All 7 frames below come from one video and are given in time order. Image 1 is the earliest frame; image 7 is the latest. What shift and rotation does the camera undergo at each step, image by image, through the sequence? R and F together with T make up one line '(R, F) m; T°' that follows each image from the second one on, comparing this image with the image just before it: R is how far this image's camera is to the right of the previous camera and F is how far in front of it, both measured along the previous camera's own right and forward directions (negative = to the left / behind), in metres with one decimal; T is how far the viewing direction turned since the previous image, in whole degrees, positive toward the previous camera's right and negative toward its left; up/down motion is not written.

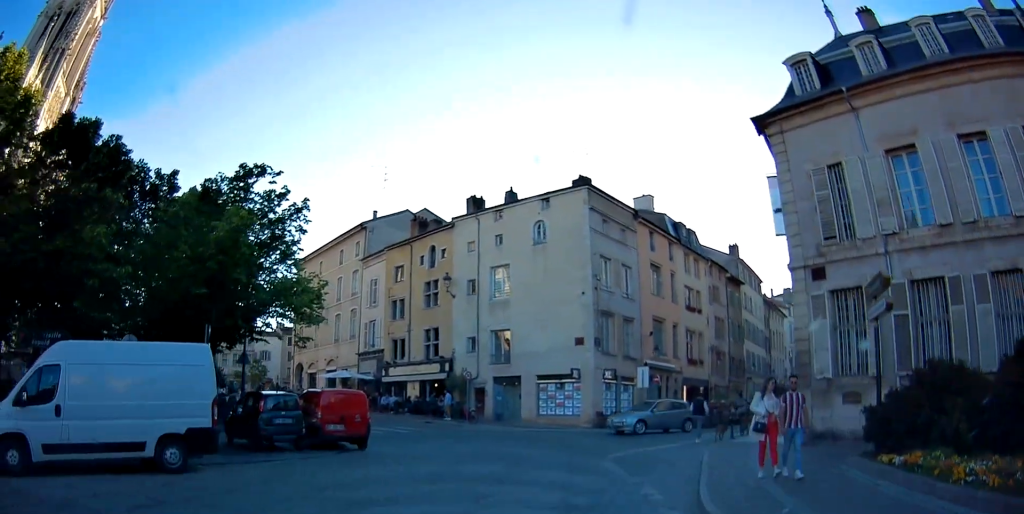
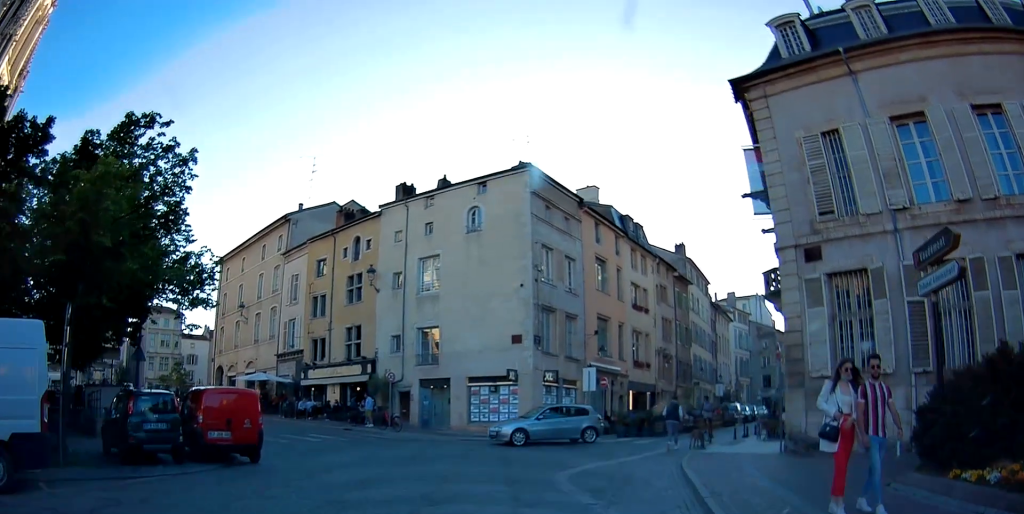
(+0.2, +3.8) m; +5°
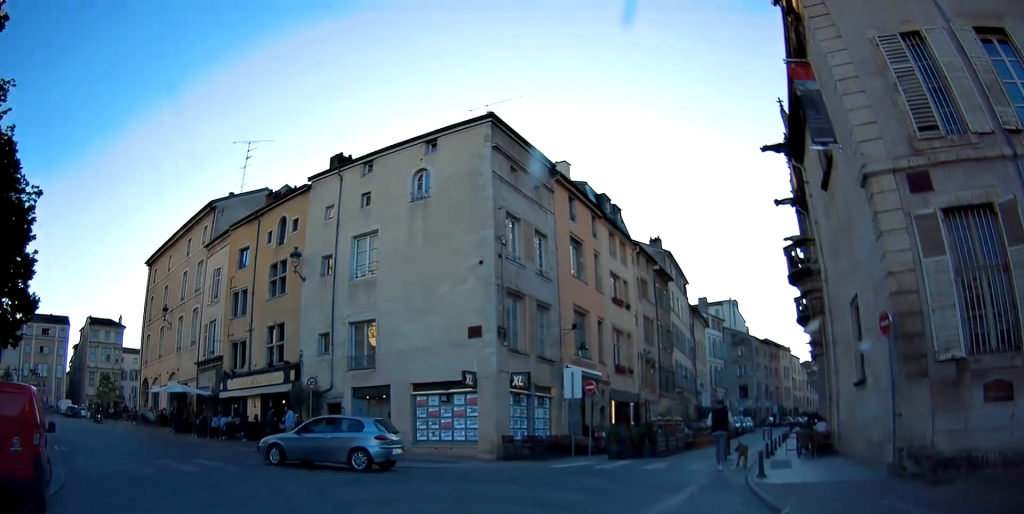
(+0.2, +7.2) m; -3°
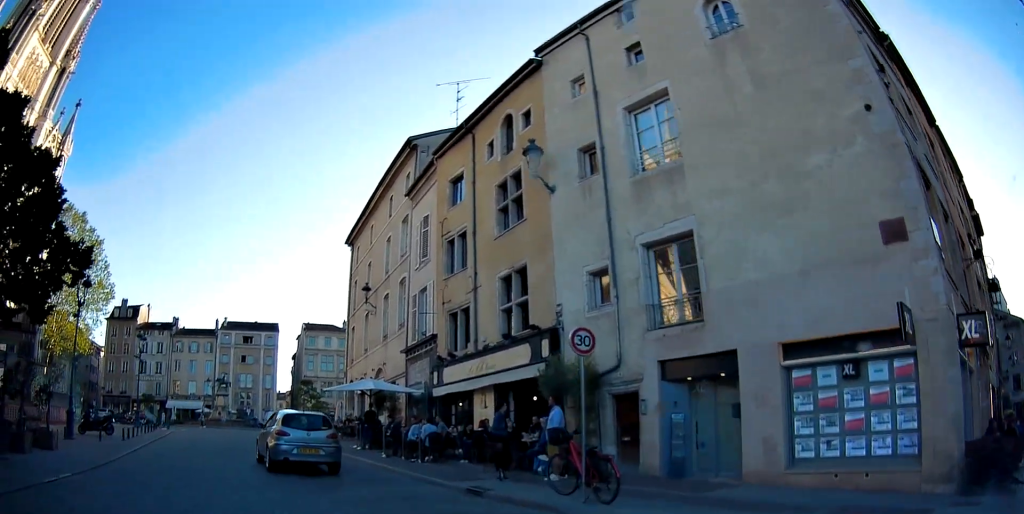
(-0.7, +11.6) m; -12°
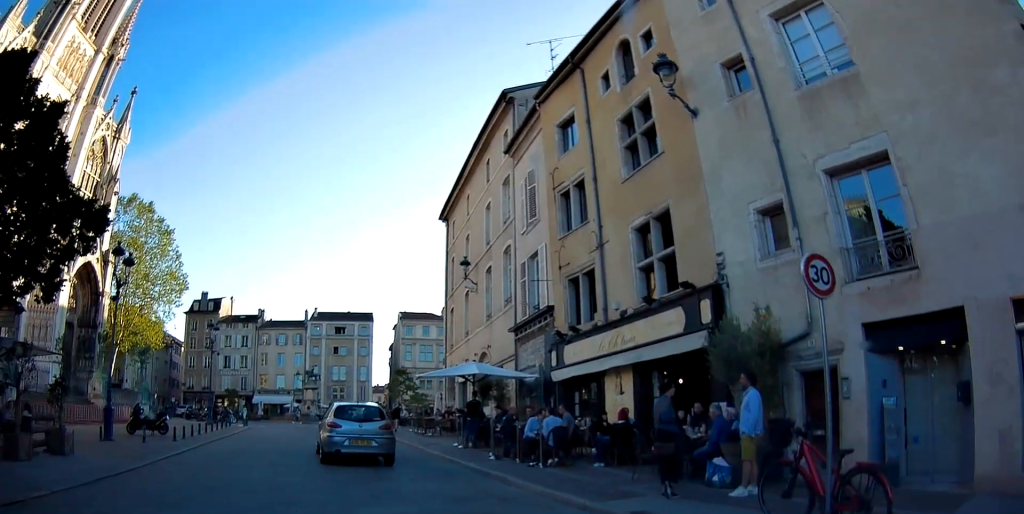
(-0.3, +3.5) m; -10°
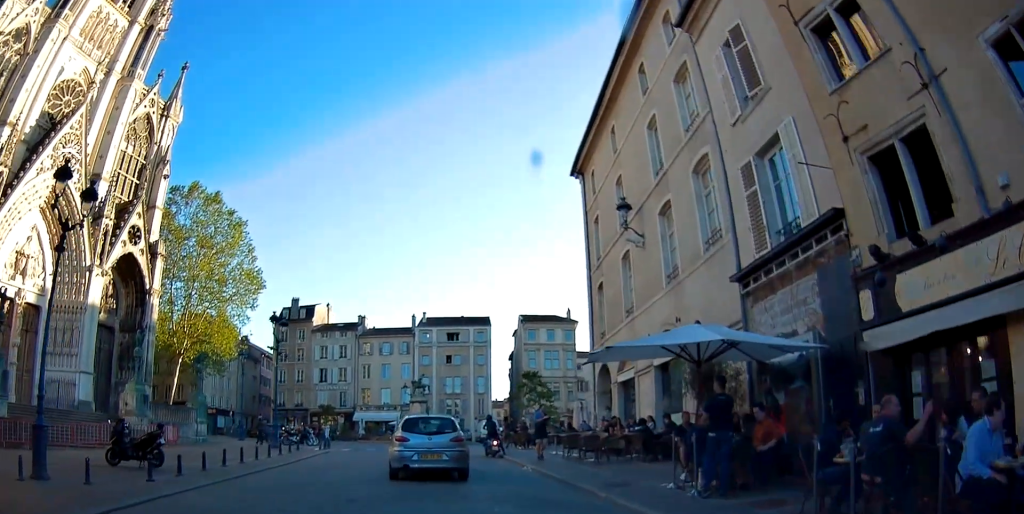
(-1.7, +8.8) m; -15°
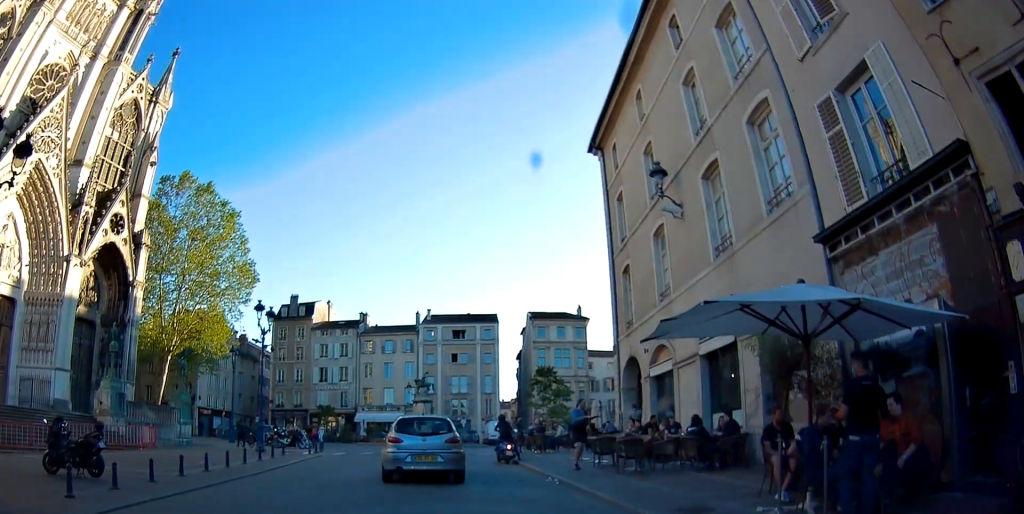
(-0.1, +3.0) m; +4°
